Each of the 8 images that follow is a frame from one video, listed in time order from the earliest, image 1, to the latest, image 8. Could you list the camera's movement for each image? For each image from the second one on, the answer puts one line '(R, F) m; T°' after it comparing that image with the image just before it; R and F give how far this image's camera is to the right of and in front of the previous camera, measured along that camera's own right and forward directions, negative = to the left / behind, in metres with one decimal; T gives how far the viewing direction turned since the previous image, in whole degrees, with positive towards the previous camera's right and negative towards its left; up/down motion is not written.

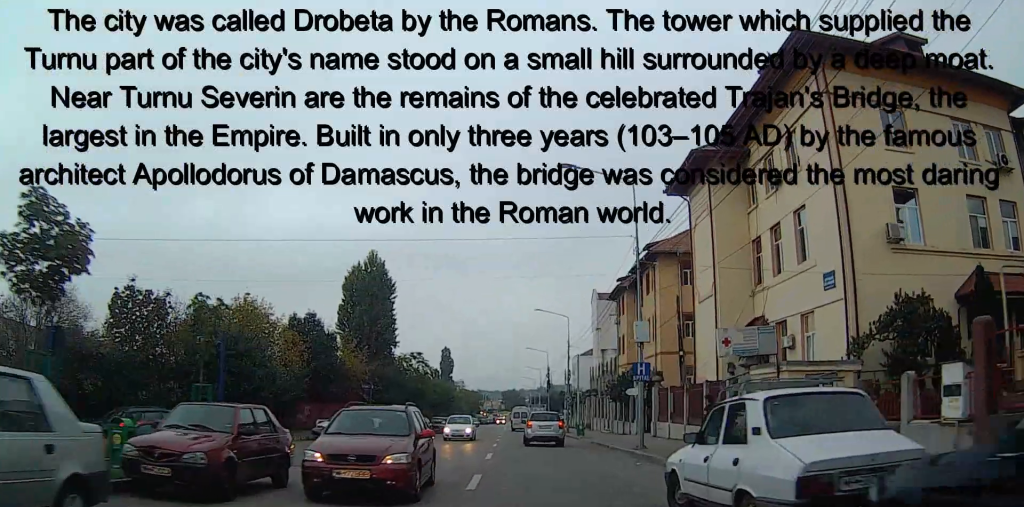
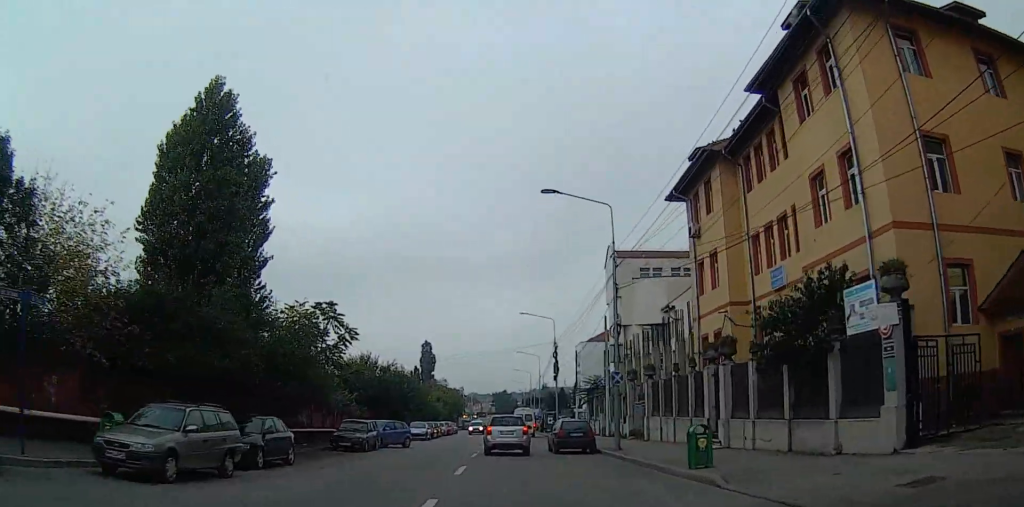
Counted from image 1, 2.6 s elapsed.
(0.0, +31.0) m; +6°
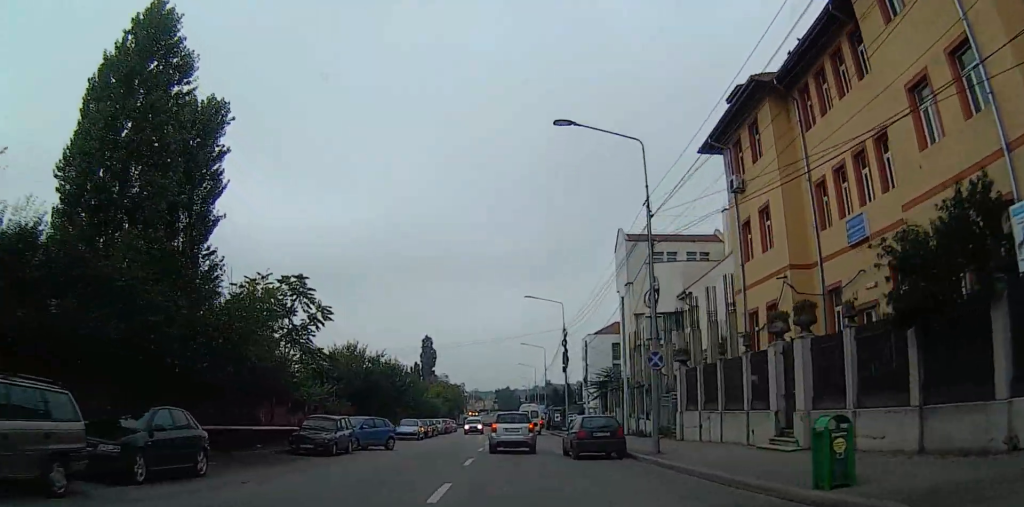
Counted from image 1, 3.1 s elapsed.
(0.0, +6.2) m; 0°
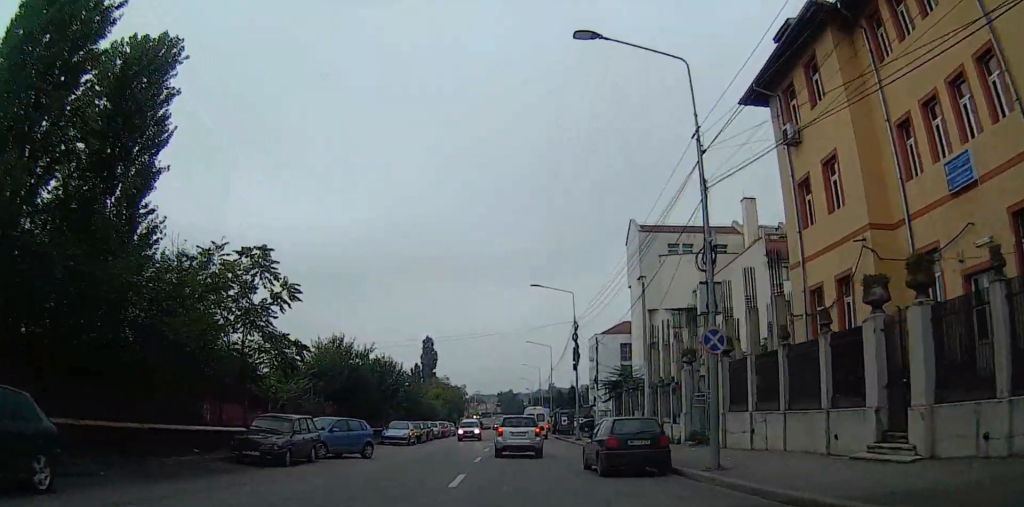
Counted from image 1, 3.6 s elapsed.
(0.0, +5.4) m; 0°
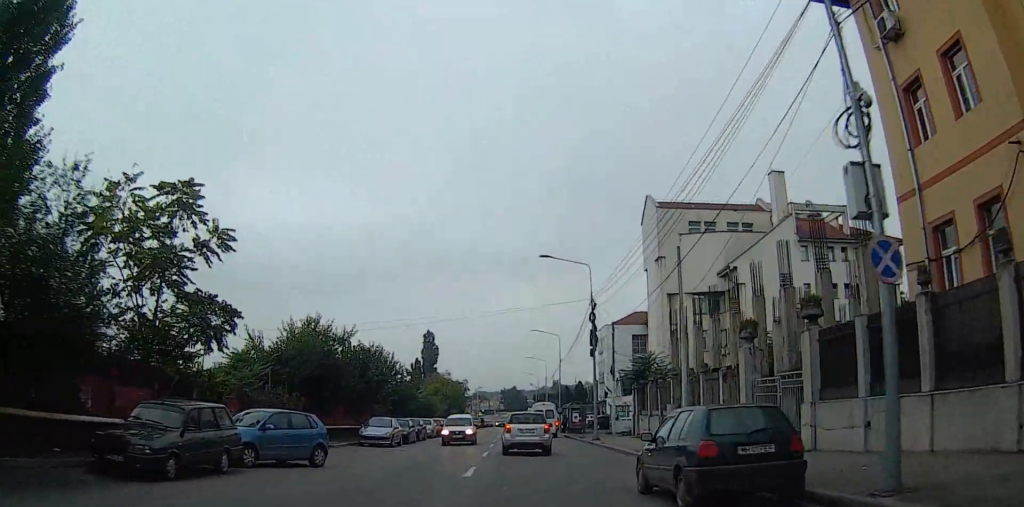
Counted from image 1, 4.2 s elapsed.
(0.0, +6.9) m; 0°
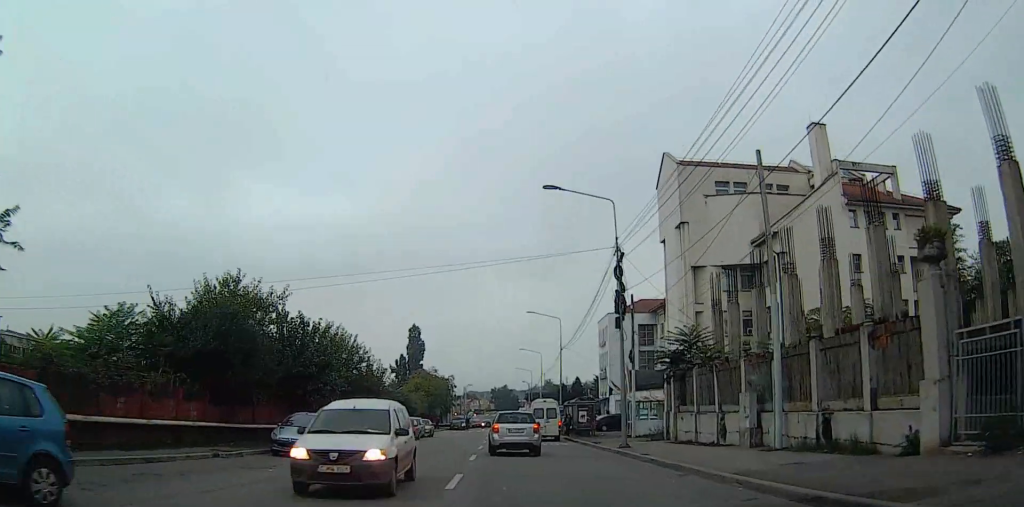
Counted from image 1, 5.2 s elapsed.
(0.0, +11.1) m; -1°
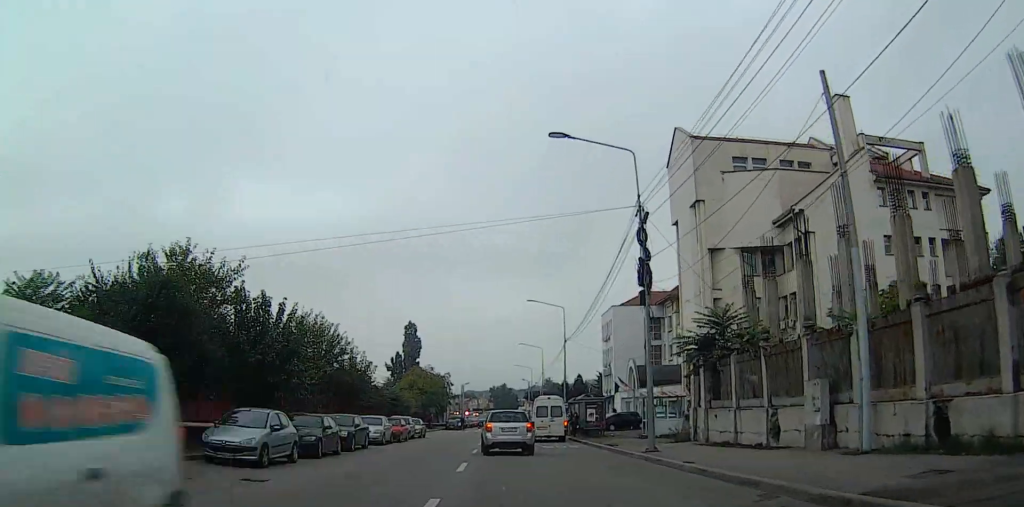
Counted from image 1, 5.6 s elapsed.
(-0.1, +5.1) m; -2°
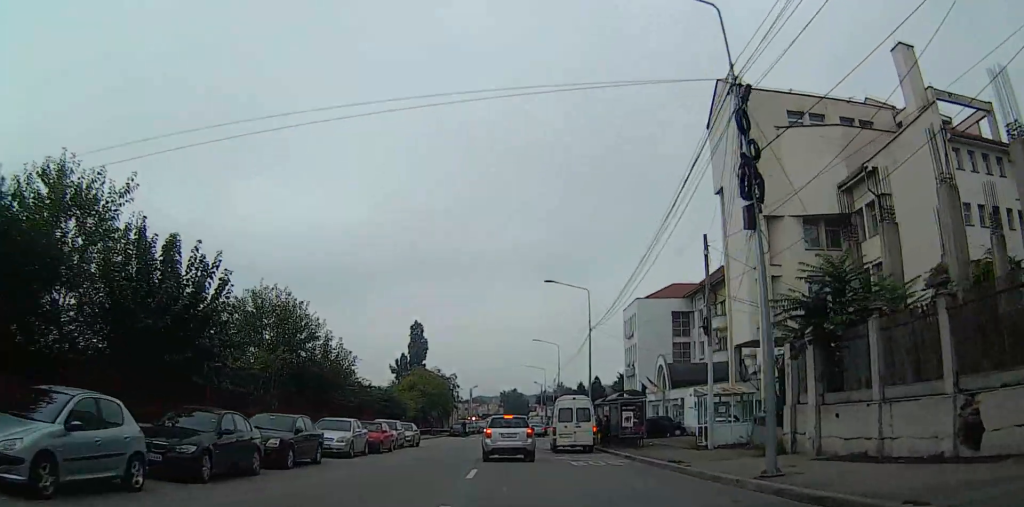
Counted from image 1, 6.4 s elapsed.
(-0.1, +9.0) m; -4°
